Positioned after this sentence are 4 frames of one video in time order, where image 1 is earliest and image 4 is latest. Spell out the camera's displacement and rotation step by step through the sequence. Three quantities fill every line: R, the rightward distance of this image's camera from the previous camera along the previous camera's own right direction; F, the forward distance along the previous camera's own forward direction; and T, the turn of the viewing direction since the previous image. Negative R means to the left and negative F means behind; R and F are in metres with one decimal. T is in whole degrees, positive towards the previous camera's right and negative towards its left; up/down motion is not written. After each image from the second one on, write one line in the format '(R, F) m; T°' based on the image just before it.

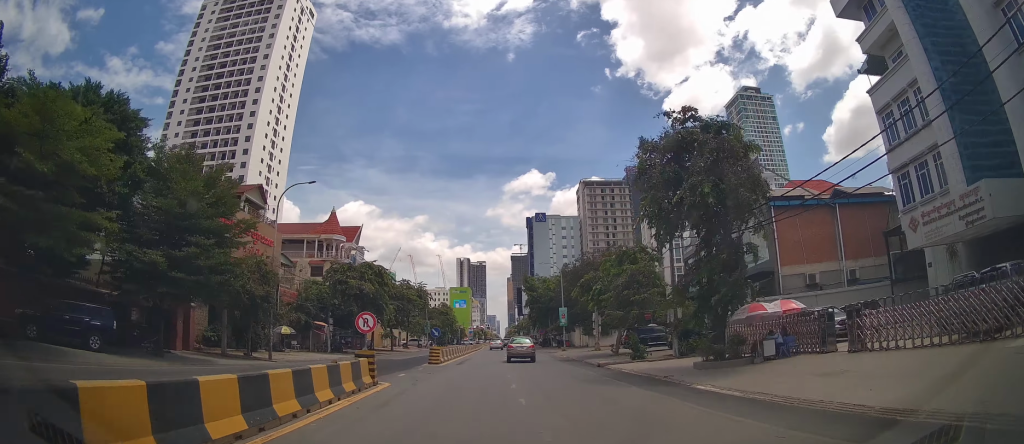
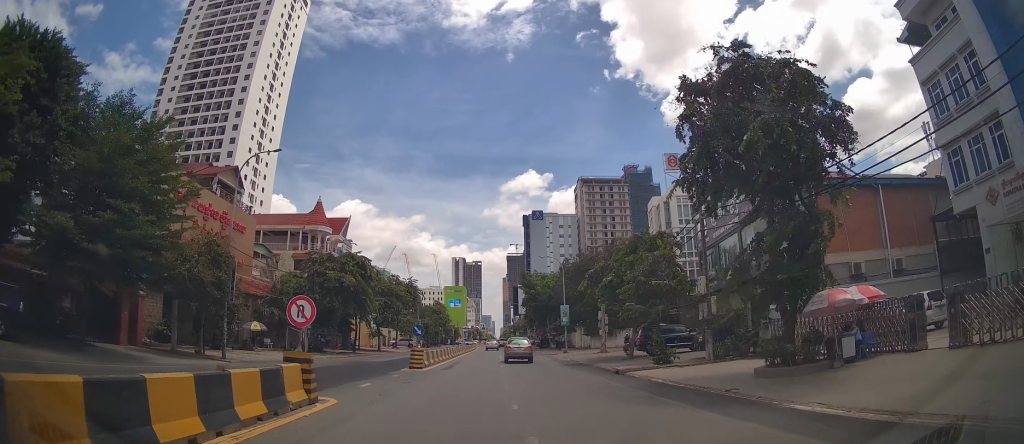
(-0.1, +4.7) m; +1°
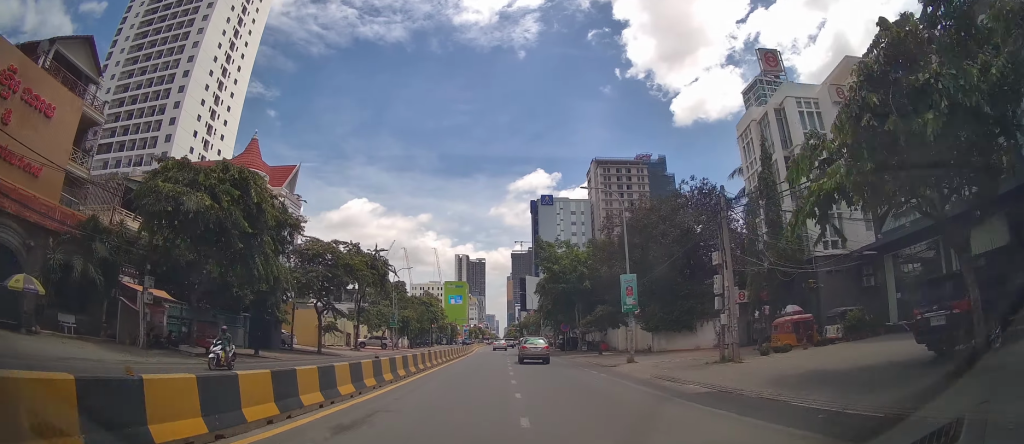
(+0.3, +22.9) m; -1°
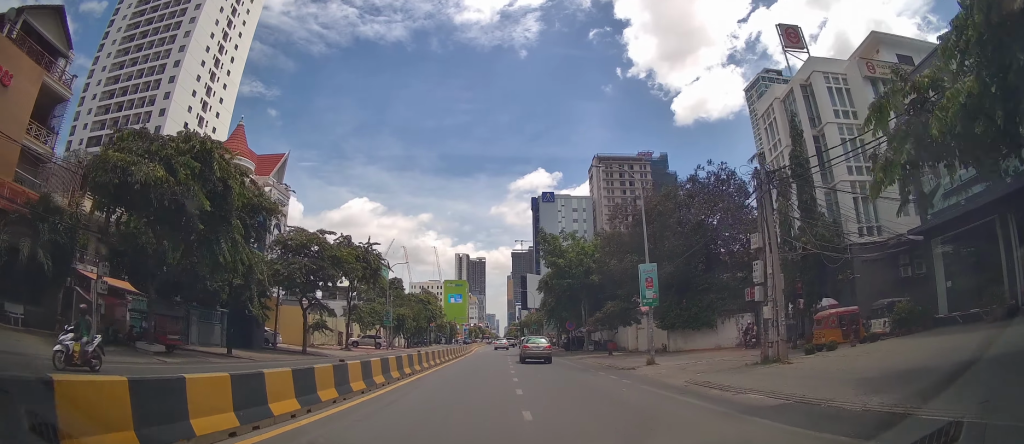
(-0.1, +3.6) m; 0°
